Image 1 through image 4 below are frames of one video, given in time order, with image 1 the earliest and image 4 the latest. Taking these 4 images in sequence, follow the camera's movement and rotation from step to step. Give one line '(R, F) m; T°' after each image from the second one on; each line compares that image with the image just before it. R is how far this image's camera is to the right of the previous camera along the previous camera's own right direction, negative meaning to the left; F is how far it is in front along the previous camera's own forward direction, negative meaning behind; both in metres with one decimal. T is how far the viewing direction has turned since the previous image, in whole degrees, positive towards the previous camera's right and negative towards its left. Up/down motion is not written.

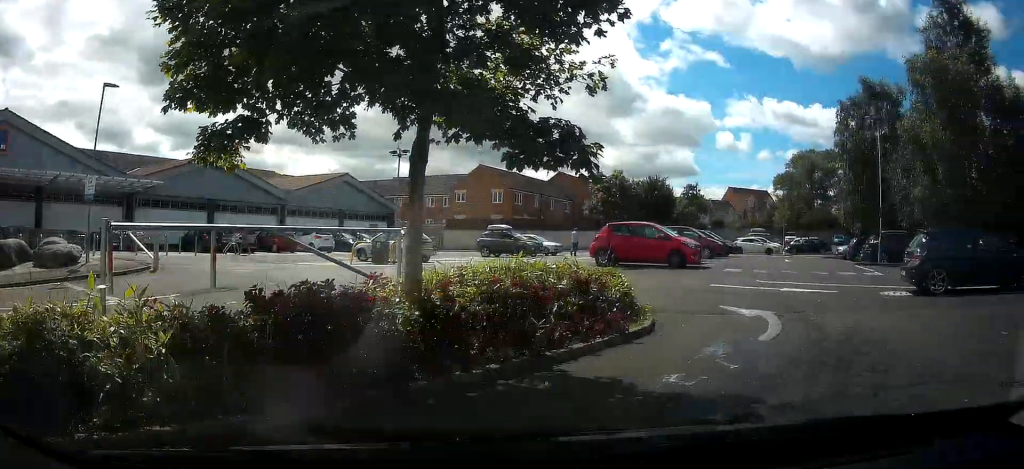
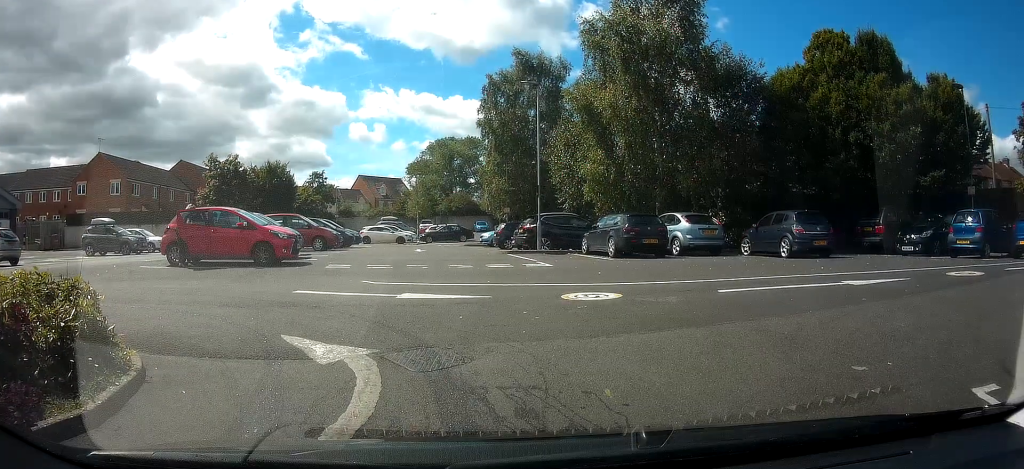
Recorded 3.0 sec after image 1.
(+1.6, +5.9) m; +18°
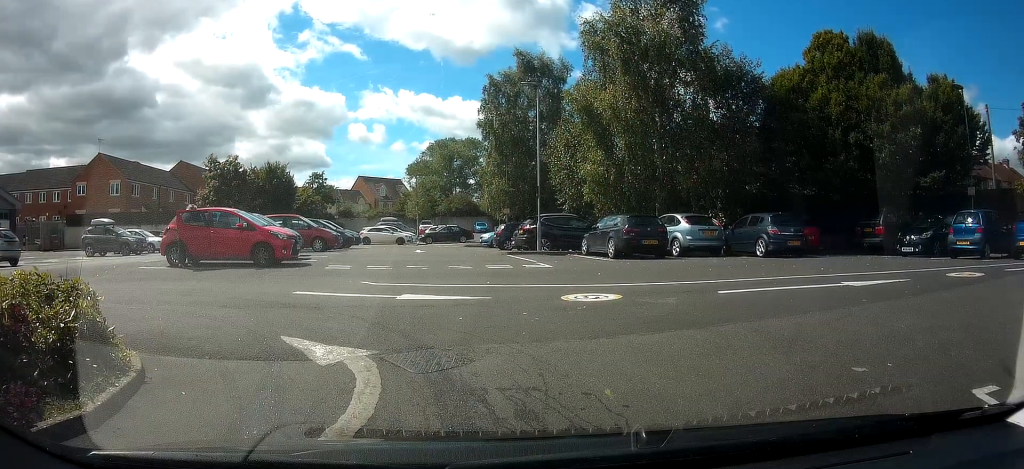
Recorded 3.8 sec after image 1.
(-0.1, +0.8) m; 0°
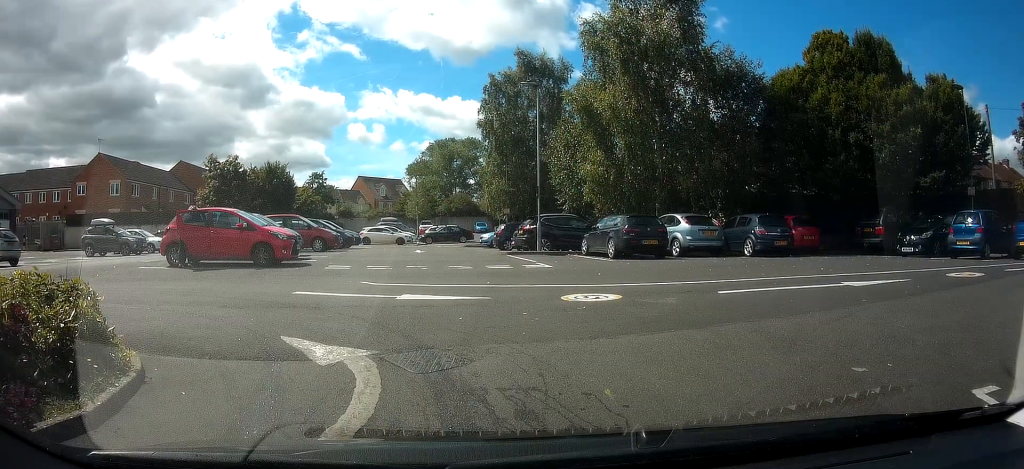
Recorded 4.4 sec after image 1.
(0.0, +0.4) m; 0°
